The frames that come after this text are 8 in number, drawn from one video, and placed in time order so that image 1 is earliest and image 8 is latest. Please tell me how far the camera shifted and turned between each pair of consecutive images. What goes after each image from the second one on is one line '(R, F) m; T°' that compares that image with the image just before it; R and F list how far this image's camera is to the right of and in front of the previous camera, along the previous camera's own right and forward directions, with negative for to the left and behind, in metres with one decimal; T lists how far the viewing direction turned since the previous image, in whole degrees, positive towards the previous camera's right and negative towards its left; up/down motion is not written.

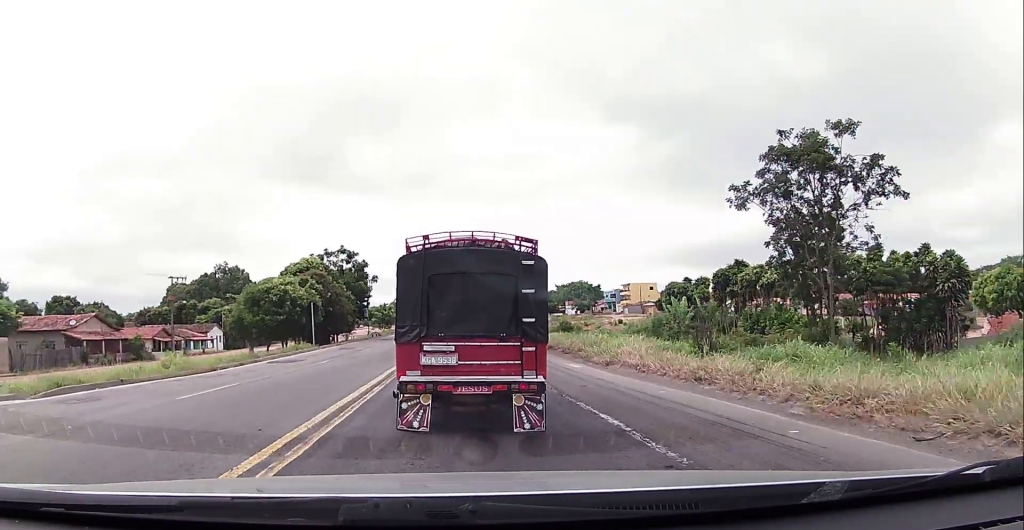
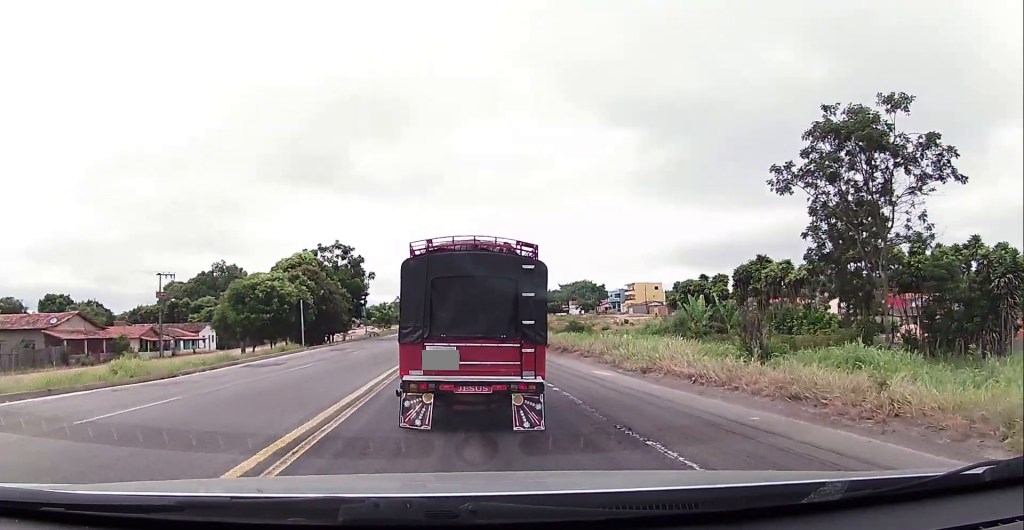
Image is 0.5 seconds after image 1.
(-0.2, +3.8) m; -2°
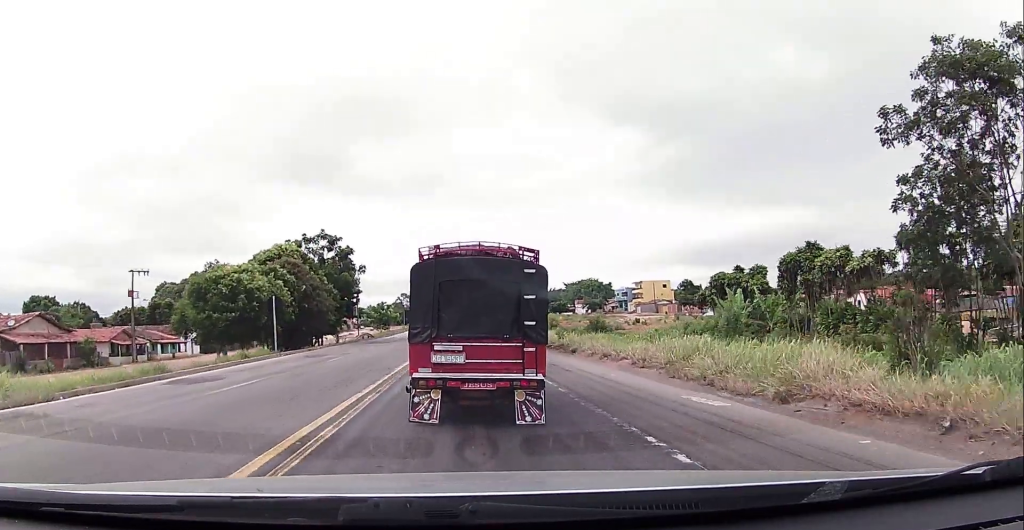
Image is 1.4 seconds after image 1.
(-0.3, +7.1) m; -1°
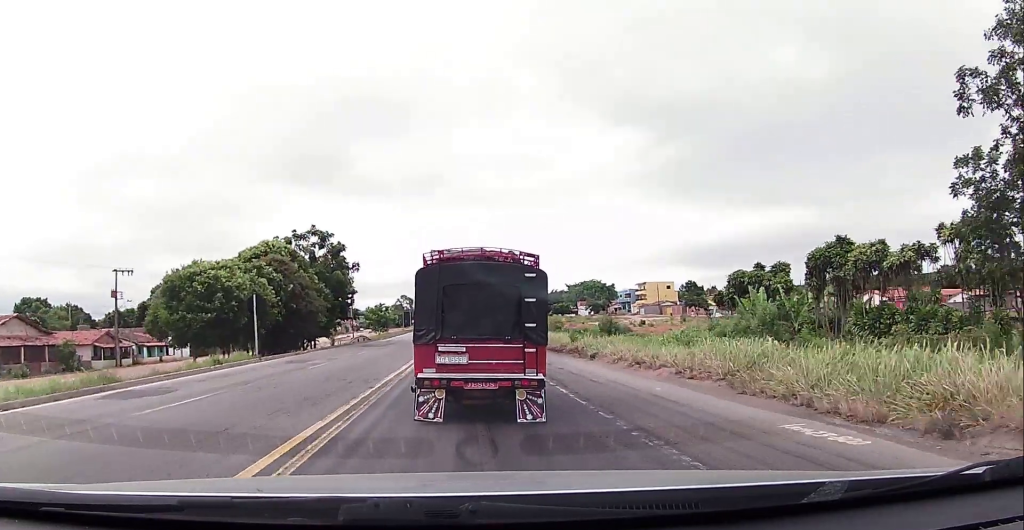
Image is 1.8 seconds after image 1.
(-0.2, +3.6) m; +1°
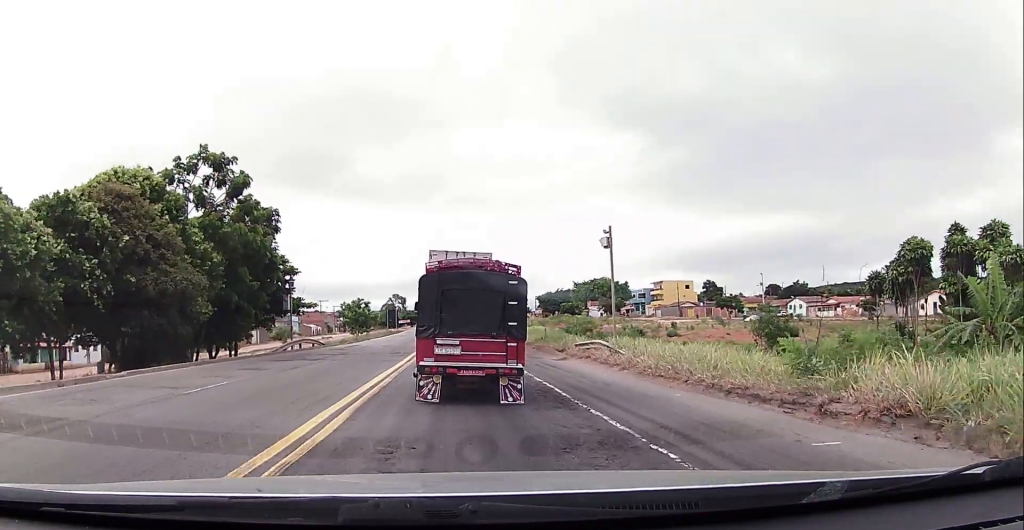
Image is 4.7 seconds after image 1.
(+0.5, +21.4) m; 0°
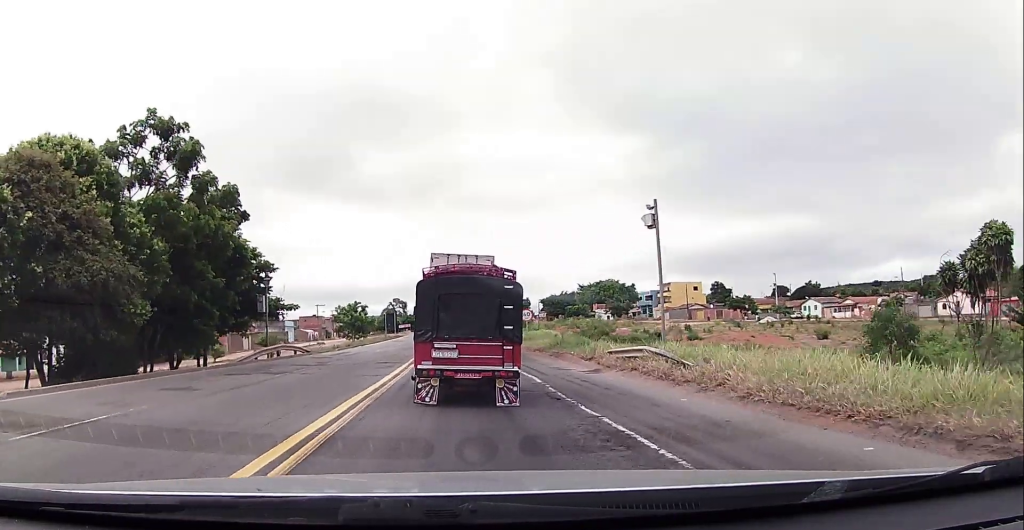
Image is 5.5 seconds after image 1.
(+0.3, +5.5) m; +1°
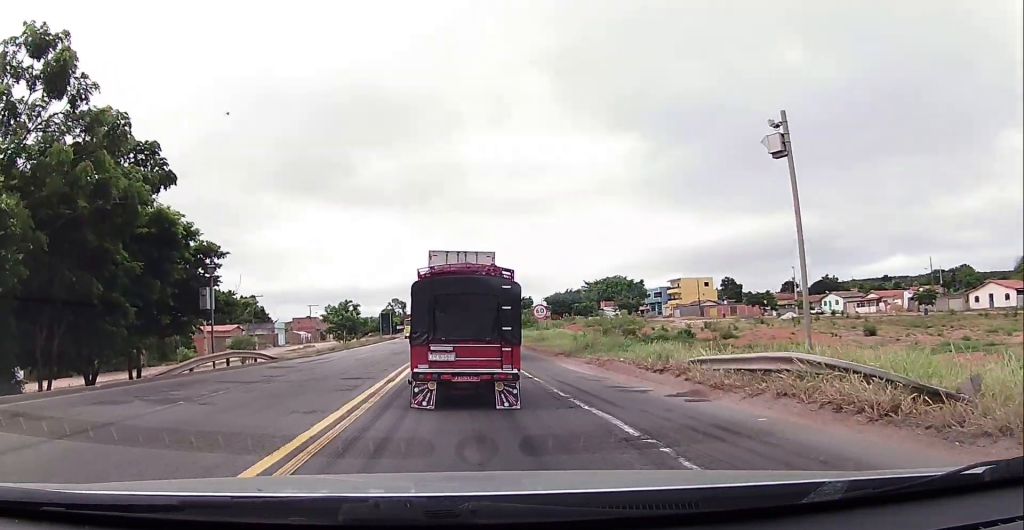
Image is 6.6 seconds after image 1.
(0.0, +8.0) m; +1°
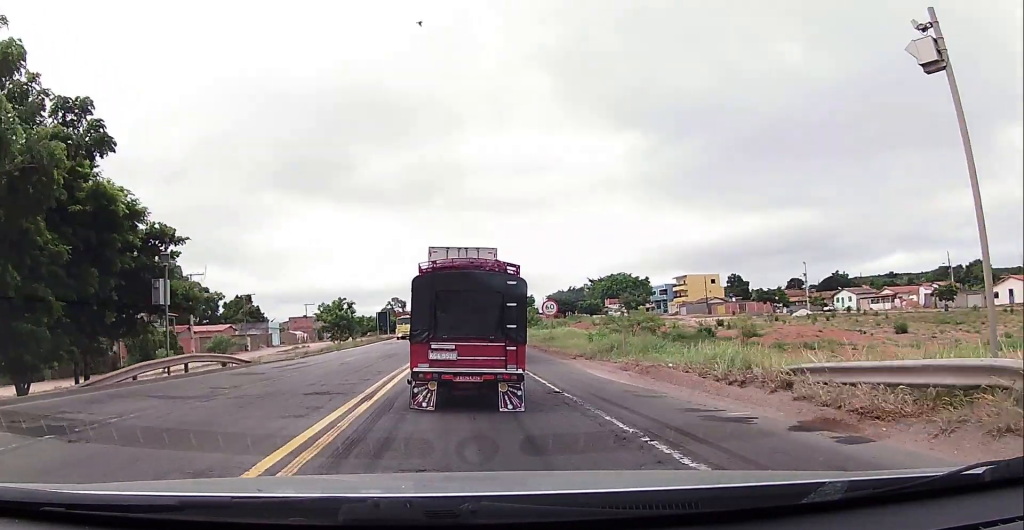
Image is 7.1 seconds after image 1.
(0.0, +4.3) m; 0°
